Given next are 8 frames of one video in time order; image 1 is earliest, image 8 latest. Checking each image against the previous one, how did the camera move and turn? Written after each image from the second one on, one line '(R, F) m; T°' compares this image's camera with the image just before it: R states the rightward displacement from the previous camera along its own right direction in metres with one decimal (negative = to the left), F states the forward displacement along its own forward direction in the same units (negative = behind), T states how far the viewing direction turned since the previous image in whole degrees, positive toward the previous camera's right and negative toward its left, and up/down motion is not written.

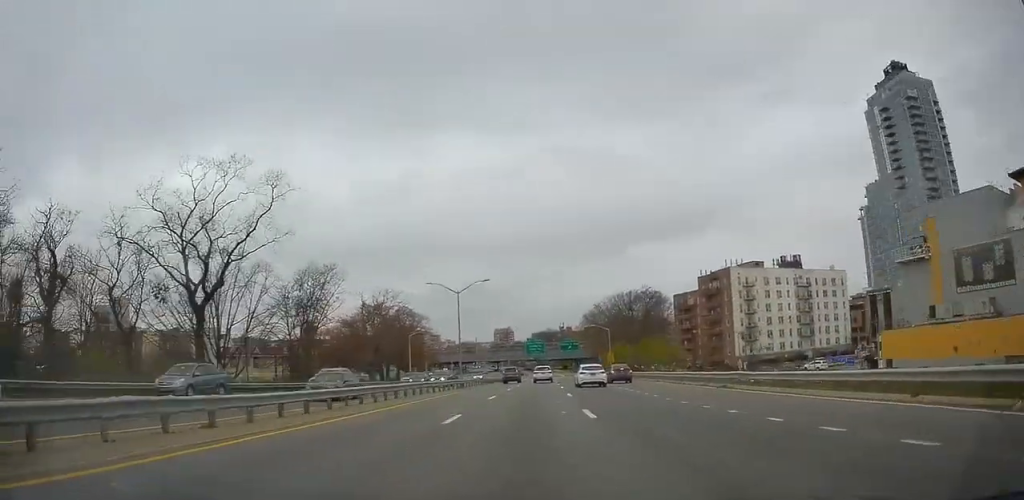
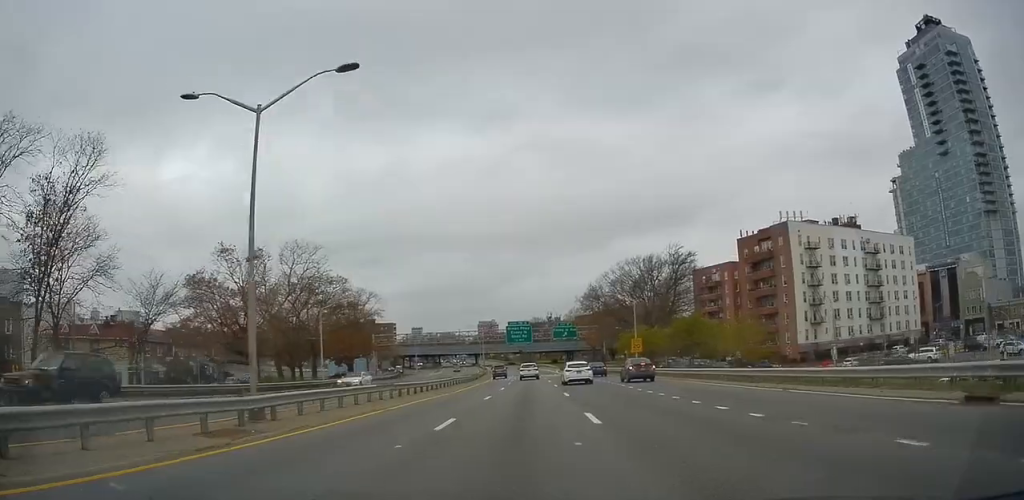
(0.0, +35.6) m; +1°
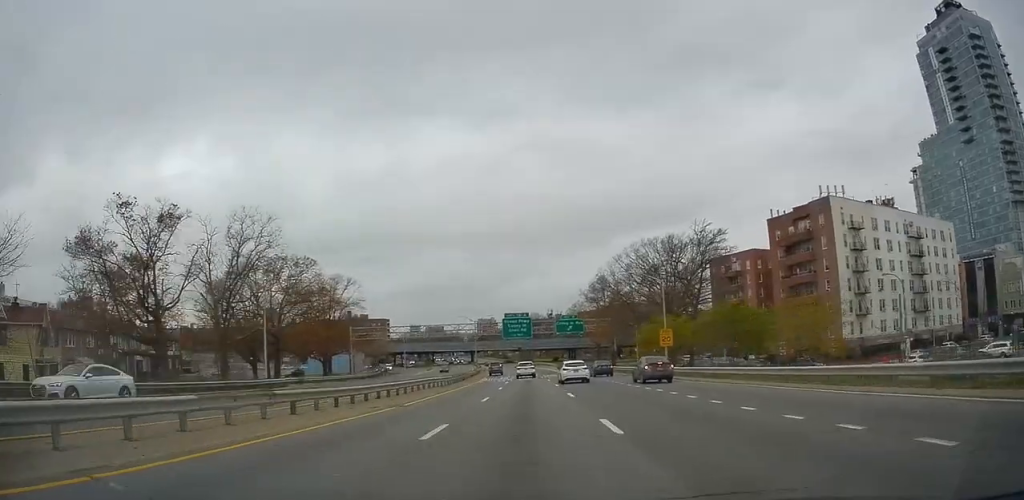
(+0.3, +13.6) m; +1°
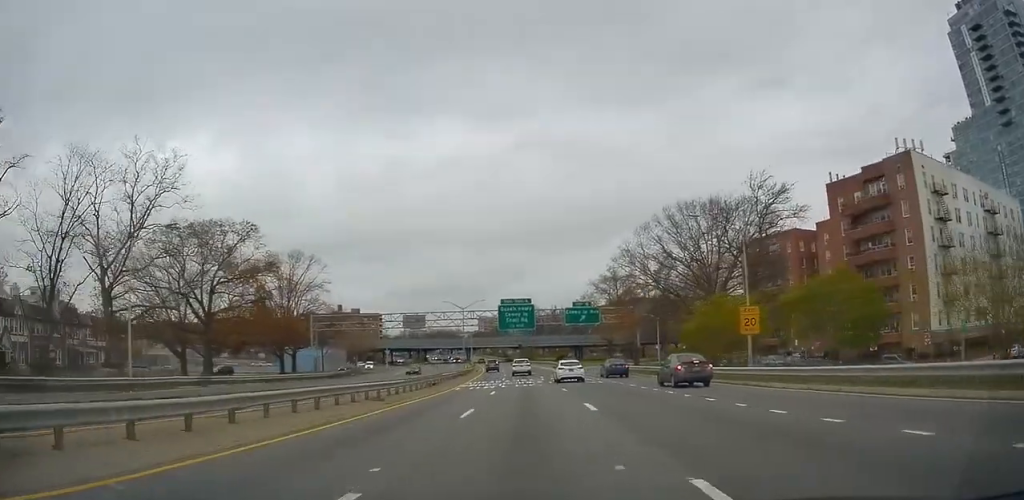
(+0.4, +18.4) m; +1°
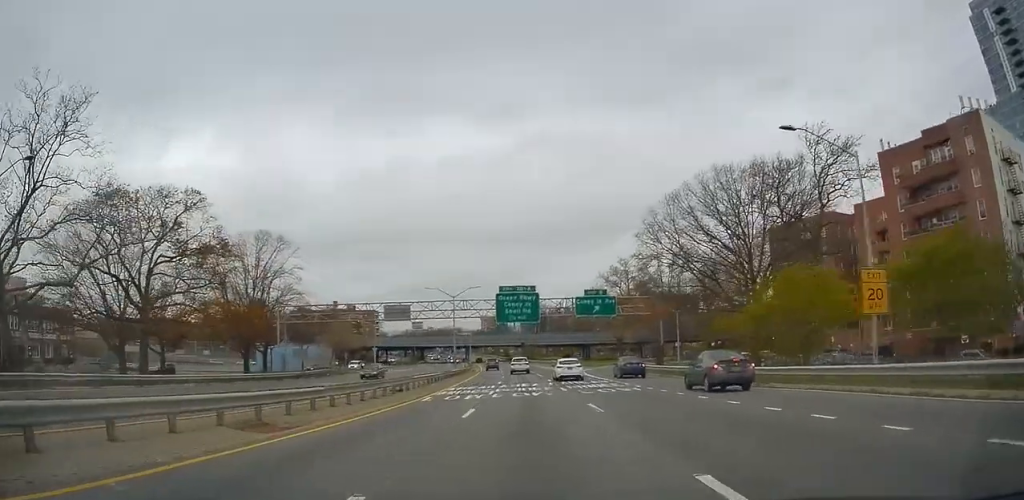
(+0.1, +11.7) m; -1°
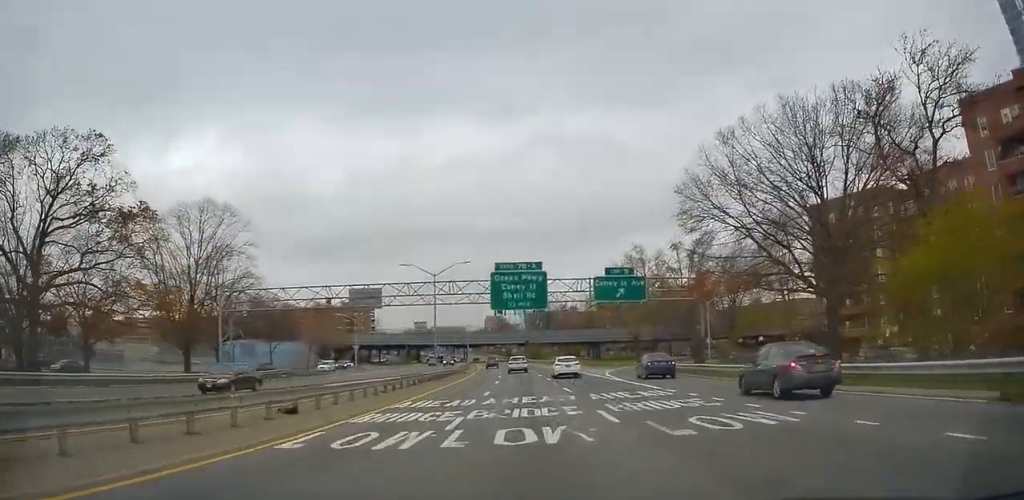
(-0.1, +14.2) m; 0°
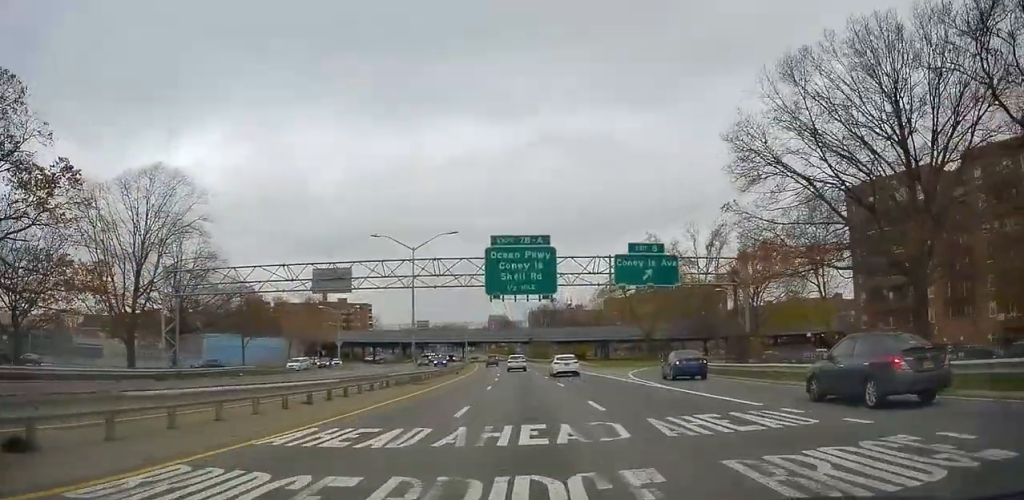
(-0.2, +9.9) m; 0°
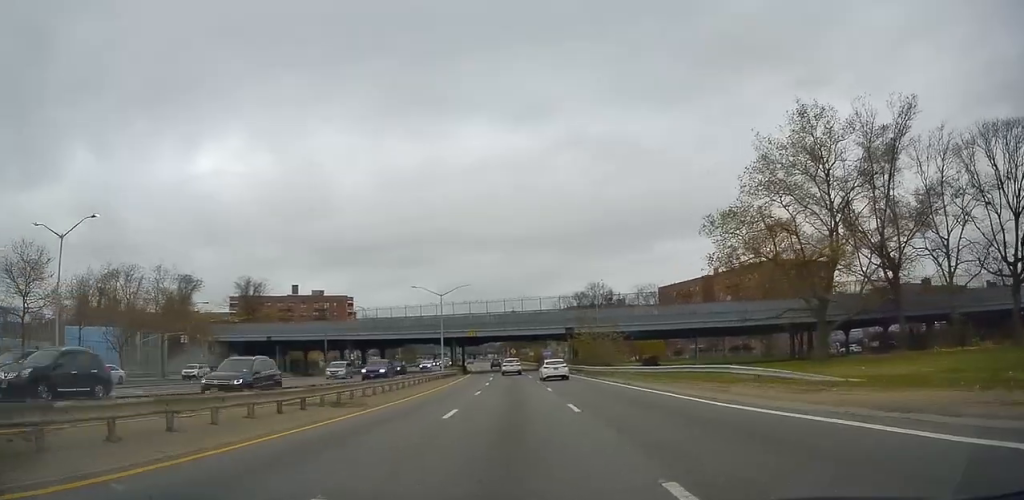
(+0.4, +58.5) m; -2°
